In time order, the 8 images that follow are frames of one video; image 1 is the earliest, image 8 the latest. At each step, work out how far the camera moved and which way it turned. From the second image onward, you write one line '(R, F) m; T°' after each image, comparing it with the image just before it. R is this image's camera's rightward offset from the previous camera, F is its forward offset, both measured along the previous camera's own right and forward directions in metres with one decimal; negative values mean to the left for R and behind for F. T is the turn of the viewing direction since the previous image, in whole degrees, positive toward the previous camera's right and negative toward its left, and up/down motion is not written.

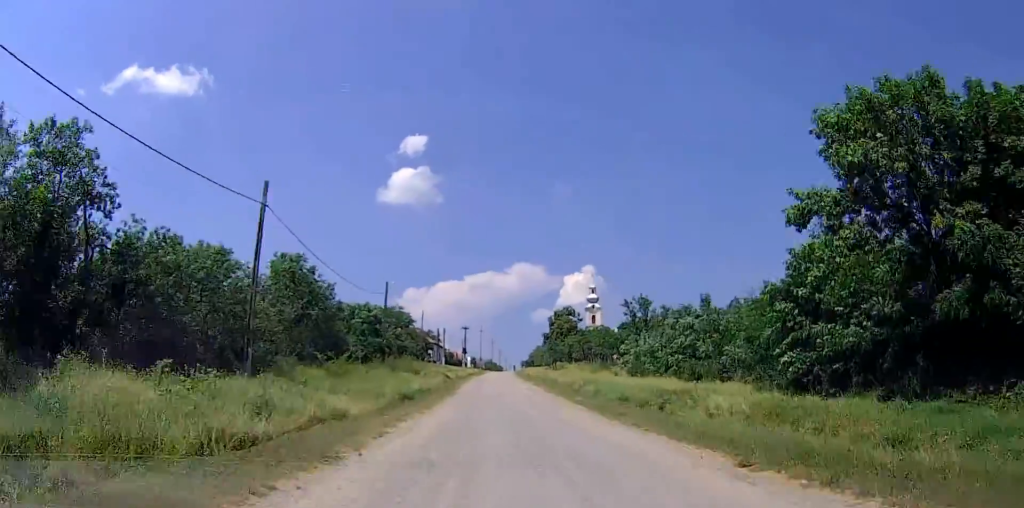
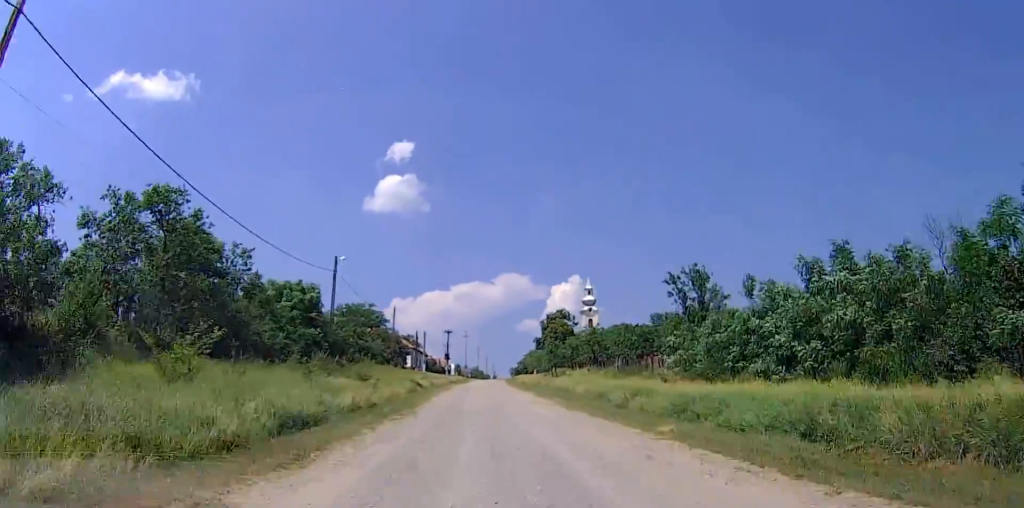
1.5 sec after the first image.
(-0.1, +17.3) m; 0°
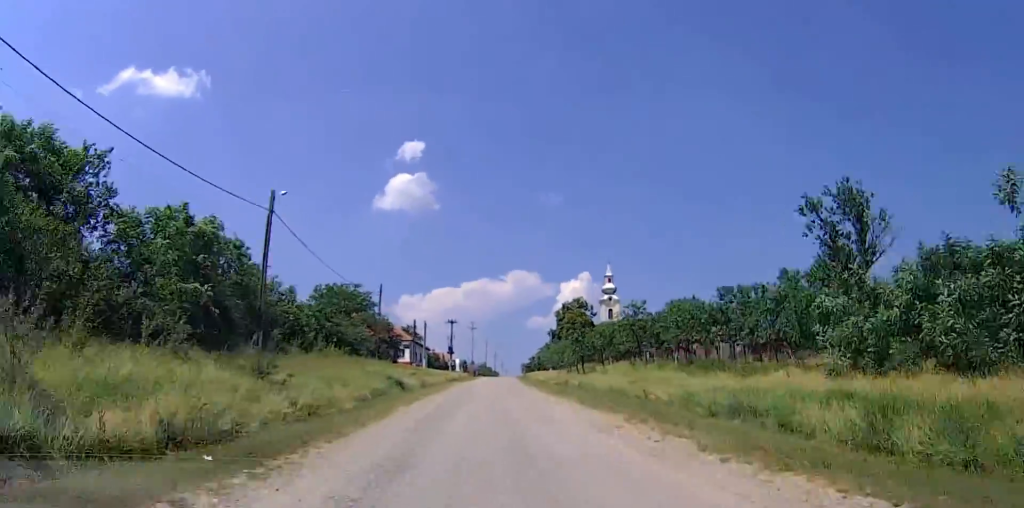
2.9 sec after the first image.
(0.0, +16.7) m; 0°
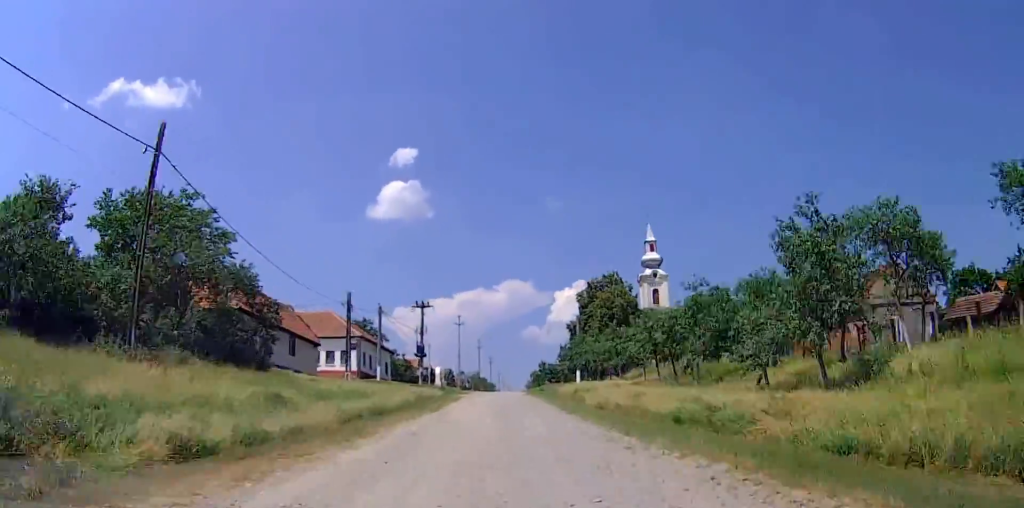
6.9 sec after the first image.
(+0.3, +46.4) m; 0°
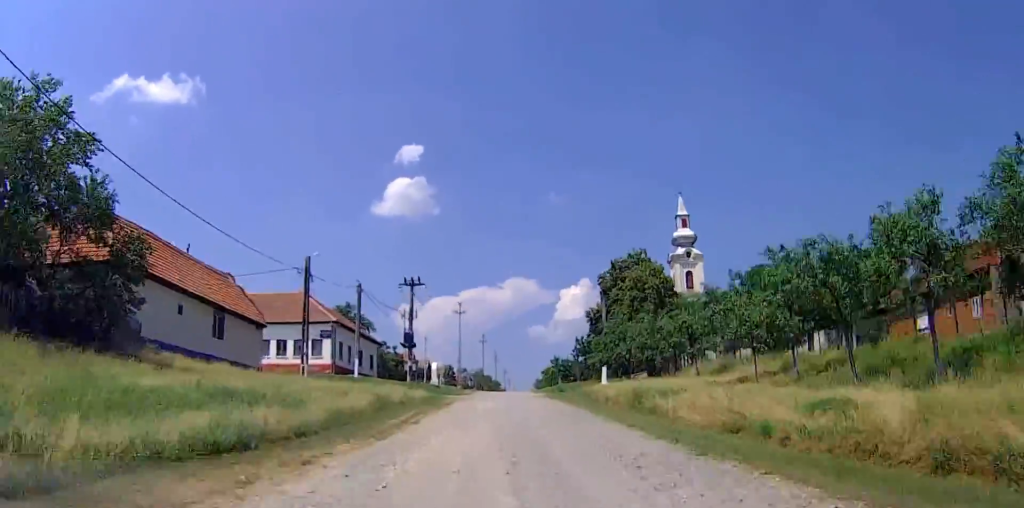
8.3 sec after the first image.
(-0.1, +15.5) m; 0°
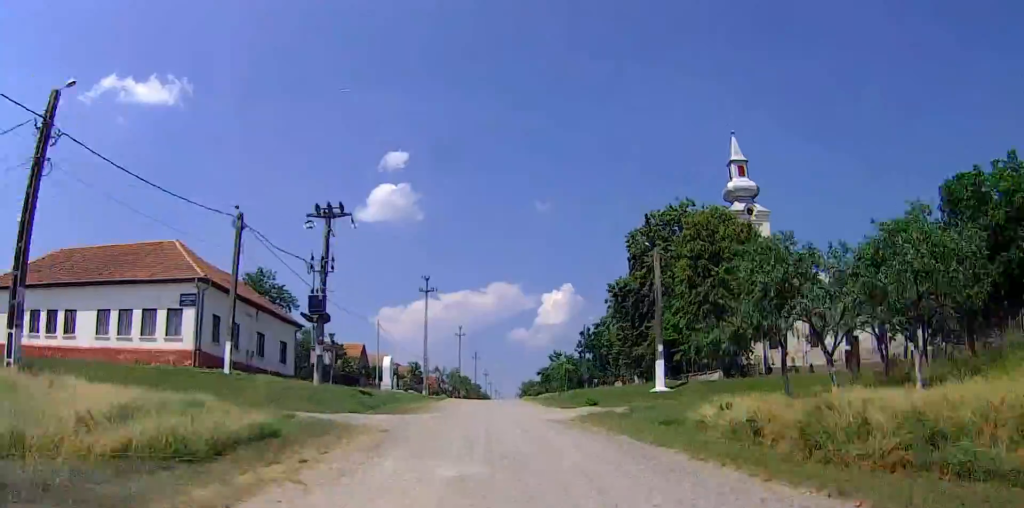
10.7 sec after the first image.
(+0.1, +27.1) m; +1°
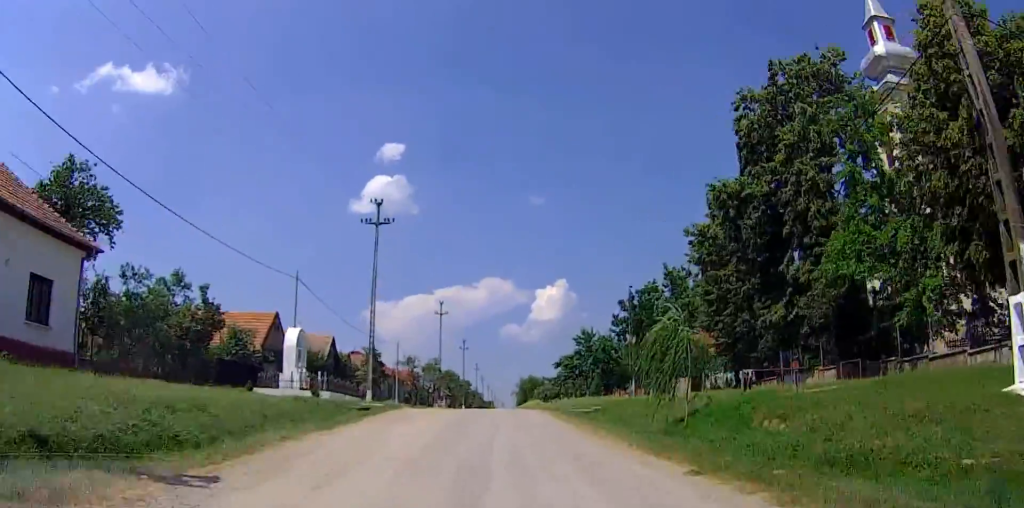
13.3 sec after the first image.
(+0.5, +28.0) m; +1°
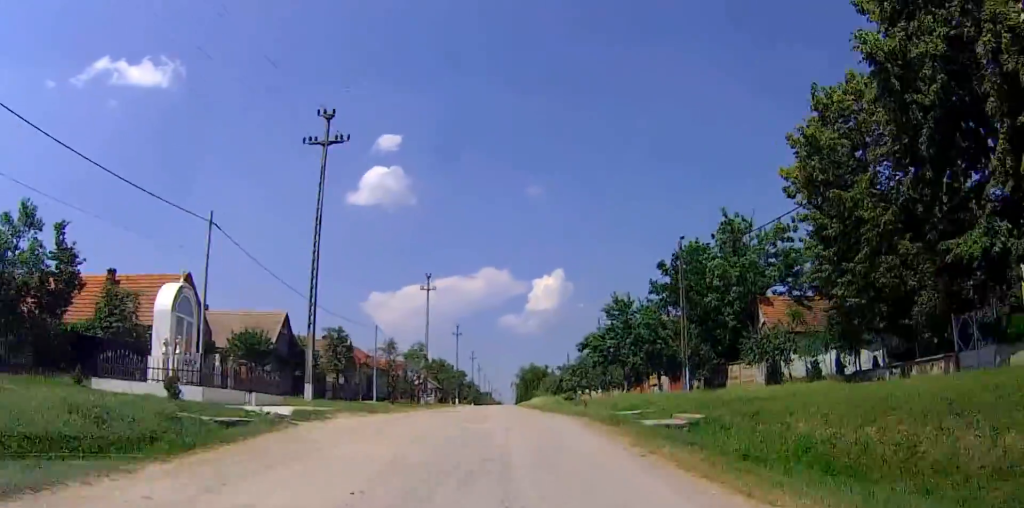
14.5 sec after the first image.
(+0.1, +12.8) m; 0°
